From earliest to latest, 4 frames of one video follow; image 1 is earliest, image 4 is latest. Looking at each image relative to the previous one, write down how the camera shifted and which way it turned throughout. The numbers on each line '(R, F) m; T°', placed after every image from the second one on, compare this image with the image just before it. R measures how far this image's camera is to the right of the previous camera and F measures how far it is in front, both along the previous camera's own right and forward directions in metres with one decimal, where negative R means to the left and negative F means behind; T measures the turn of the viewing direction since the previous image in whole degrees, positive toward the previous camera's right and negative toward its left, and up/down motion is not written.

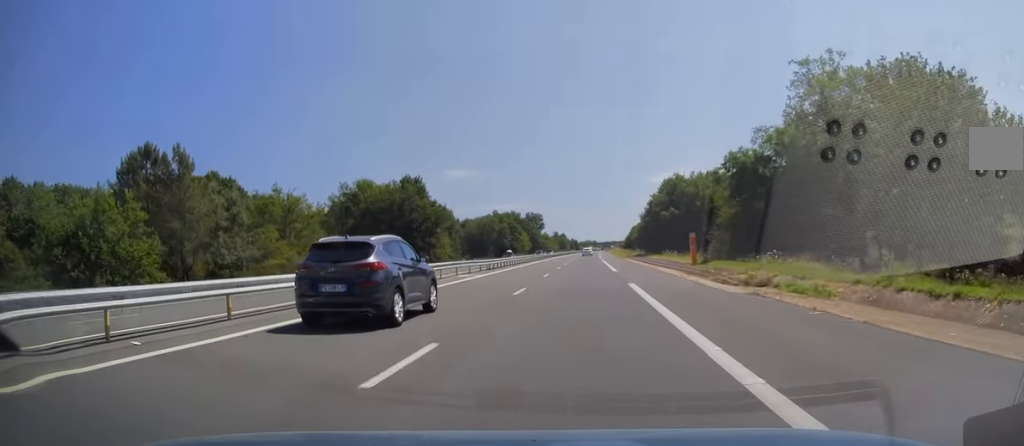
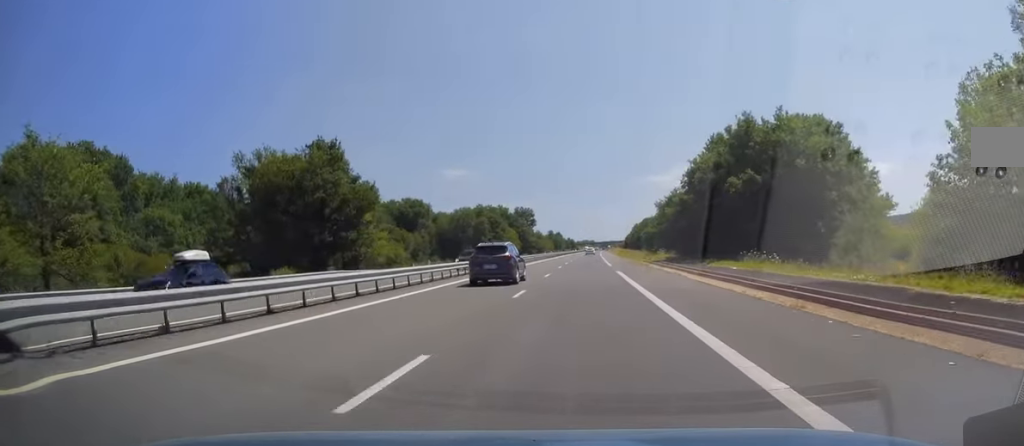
(0.0, +40.2) m; 0°
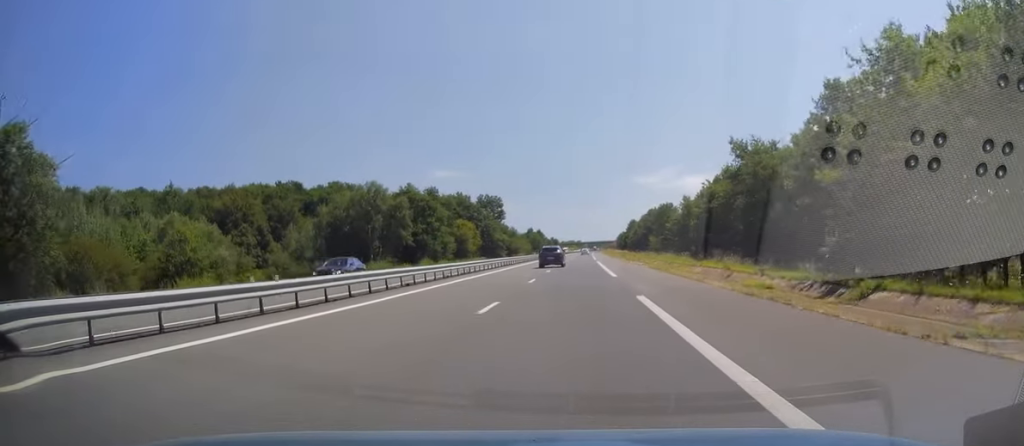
(+0.7, +69.7) m; +1°
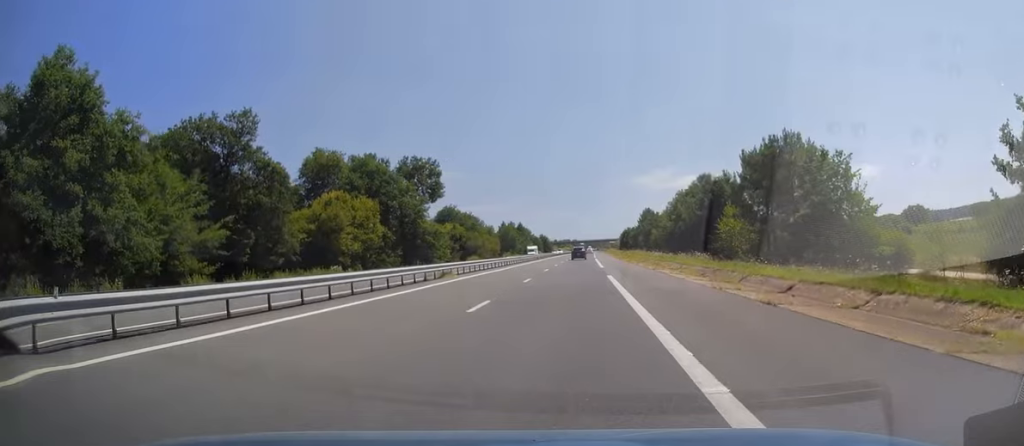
(+0.2, +90.9) m; 0°
